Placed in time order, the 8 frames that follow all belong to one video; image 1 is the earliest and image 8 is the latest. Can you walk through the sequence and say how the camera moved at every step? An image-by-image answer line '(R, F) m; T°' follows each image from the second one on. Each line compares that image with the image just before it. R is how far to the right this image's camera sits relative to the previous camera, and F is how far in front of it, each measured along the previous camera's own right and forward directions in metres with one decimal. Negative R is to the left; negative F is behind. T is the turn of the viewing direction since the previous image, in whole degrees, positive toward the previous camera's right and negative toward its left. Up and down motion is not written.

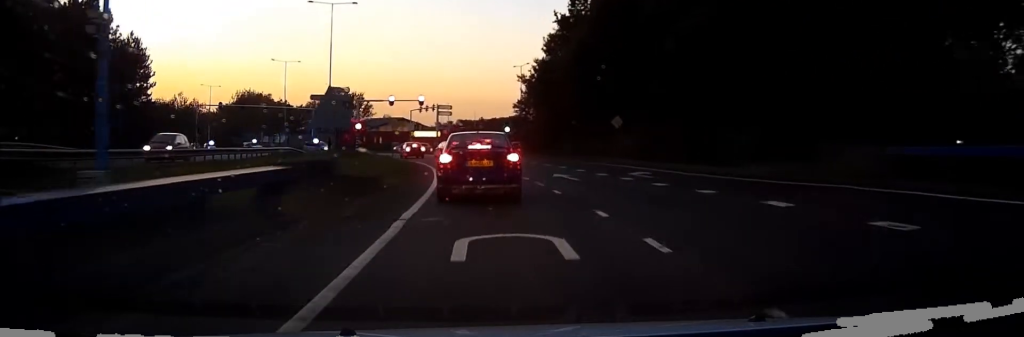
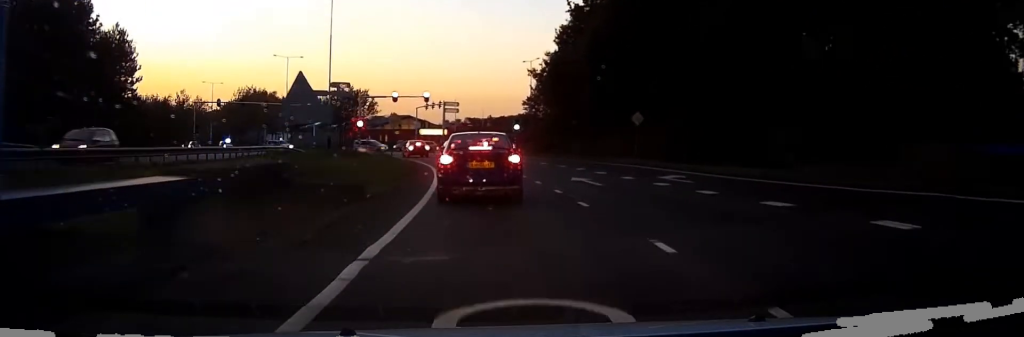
(0.0, +3.9) m; 0°
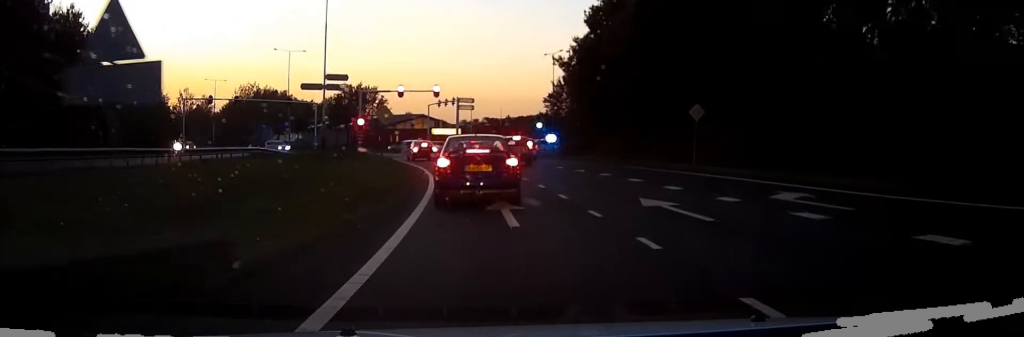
(0.0, +9.2) m; -1°
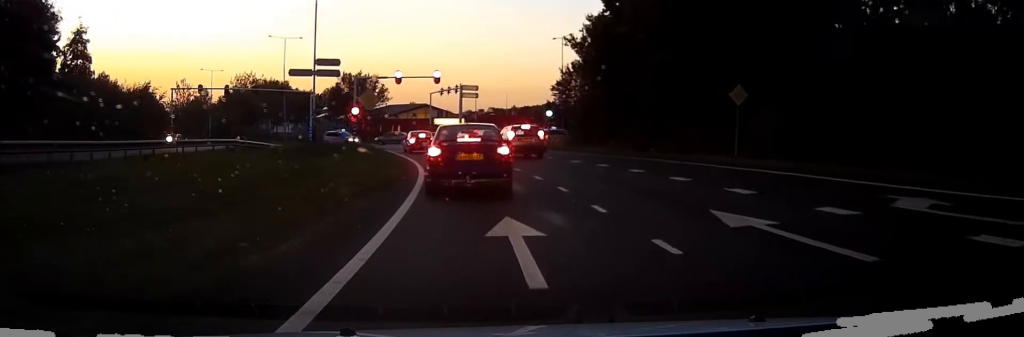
(-0.1, +5.2) m; -1°
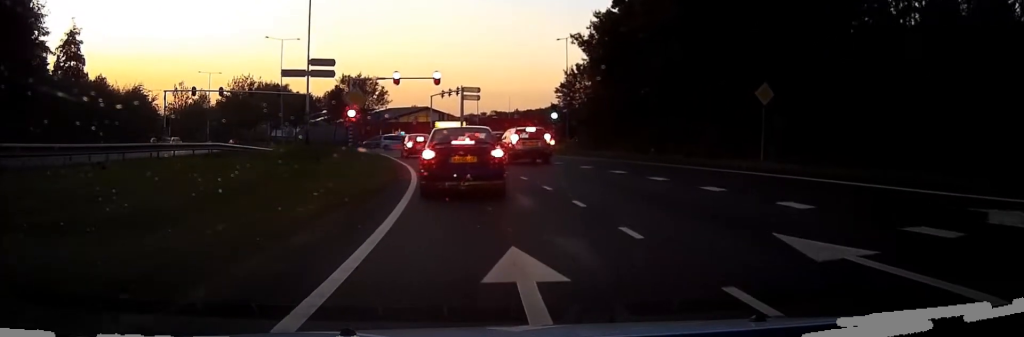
(0.0, +2.8) m; 0°
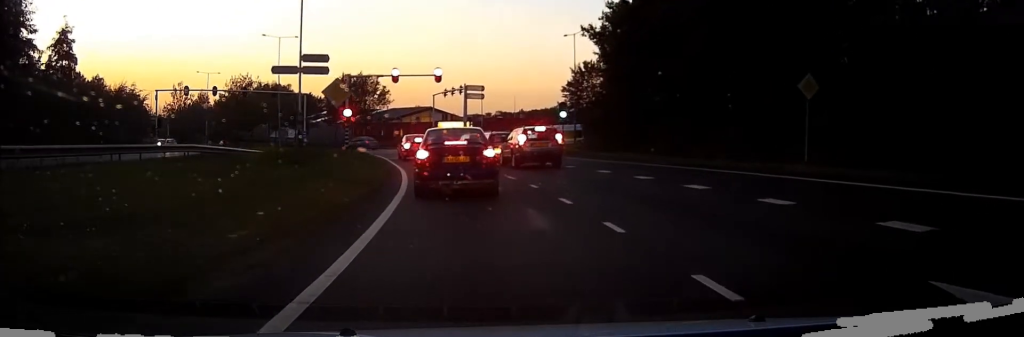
(0.0, +3.7) m; -1°
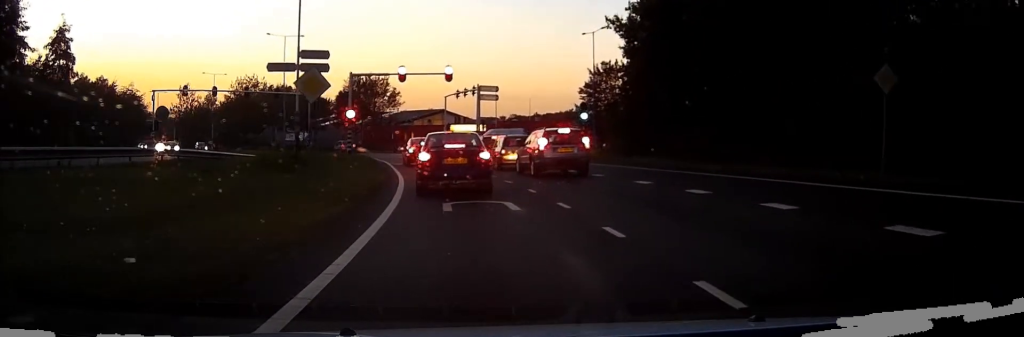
(-0.1, +4.2) m; -1°
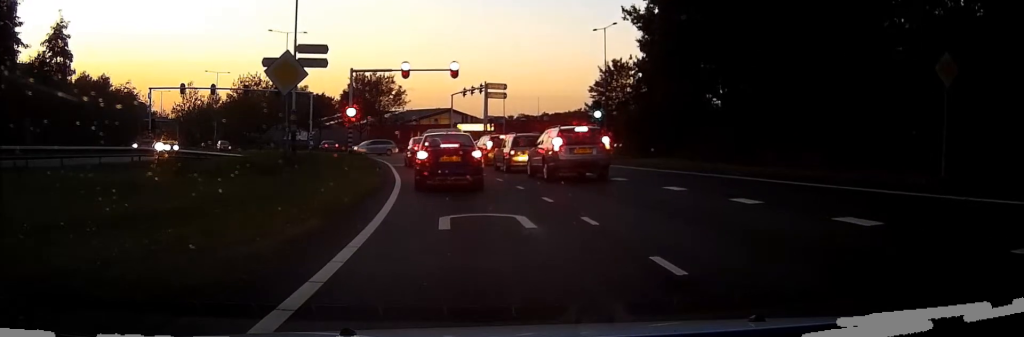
(0.0, +2.7) m; +1°
